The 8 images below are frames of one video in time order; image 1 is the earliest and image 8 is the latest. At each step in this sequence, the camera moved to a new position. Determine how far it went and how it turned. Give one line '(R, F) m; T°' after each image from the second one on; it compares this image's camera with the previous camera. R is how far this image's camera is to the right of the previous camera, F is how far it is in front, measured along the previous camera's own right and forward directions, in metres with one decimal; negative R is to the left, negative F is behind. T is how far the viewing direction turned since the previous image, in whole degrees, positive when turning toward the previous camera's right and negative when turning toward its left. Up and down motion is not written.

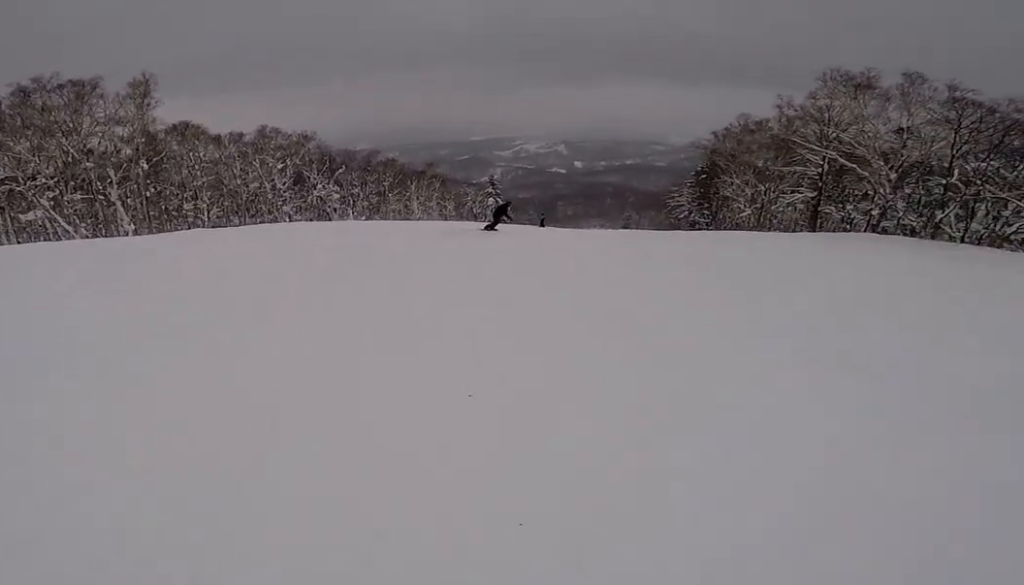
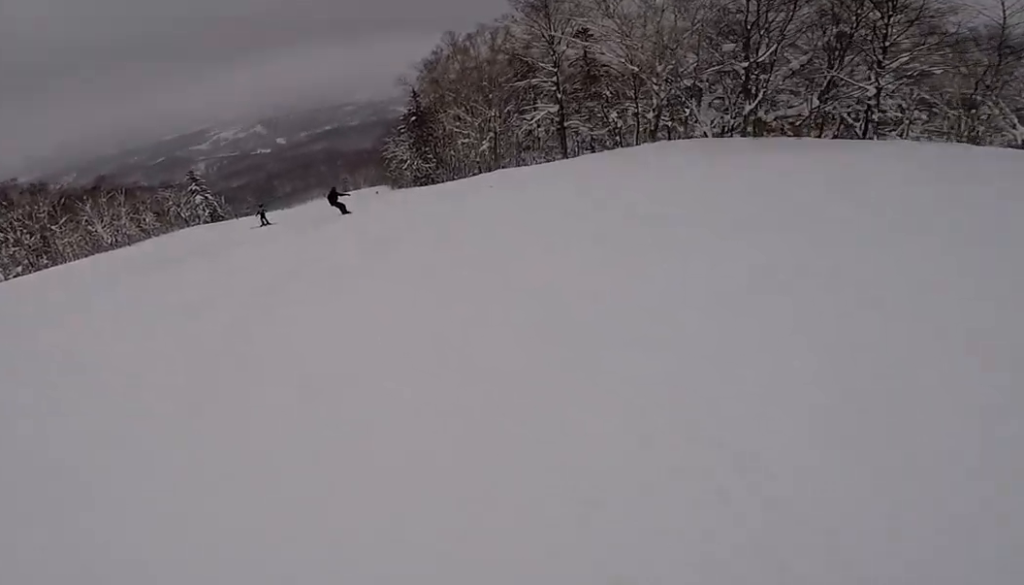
(+2.0, +15.8) m; +17°
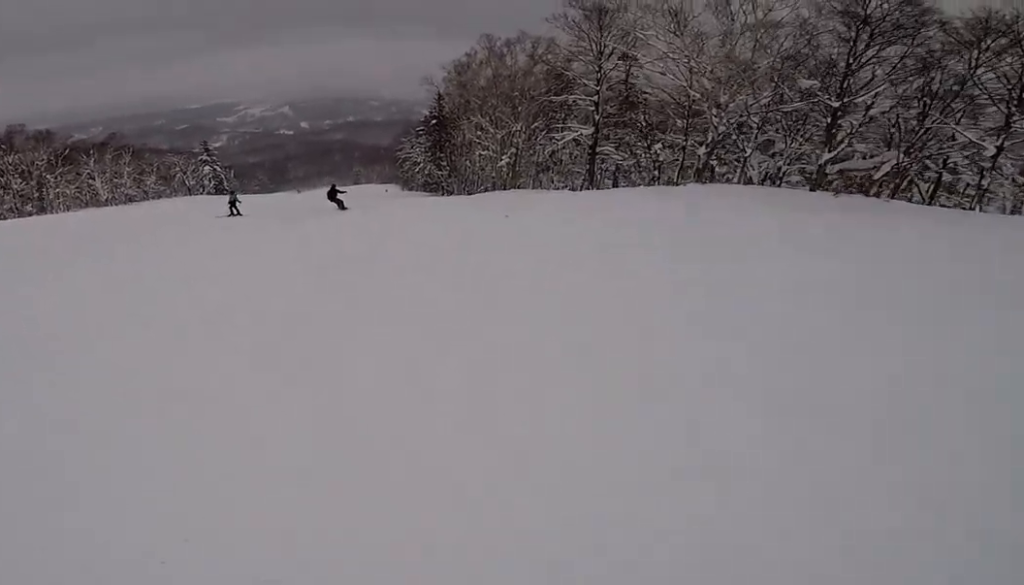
(+0.4, +4.8) m; 0°
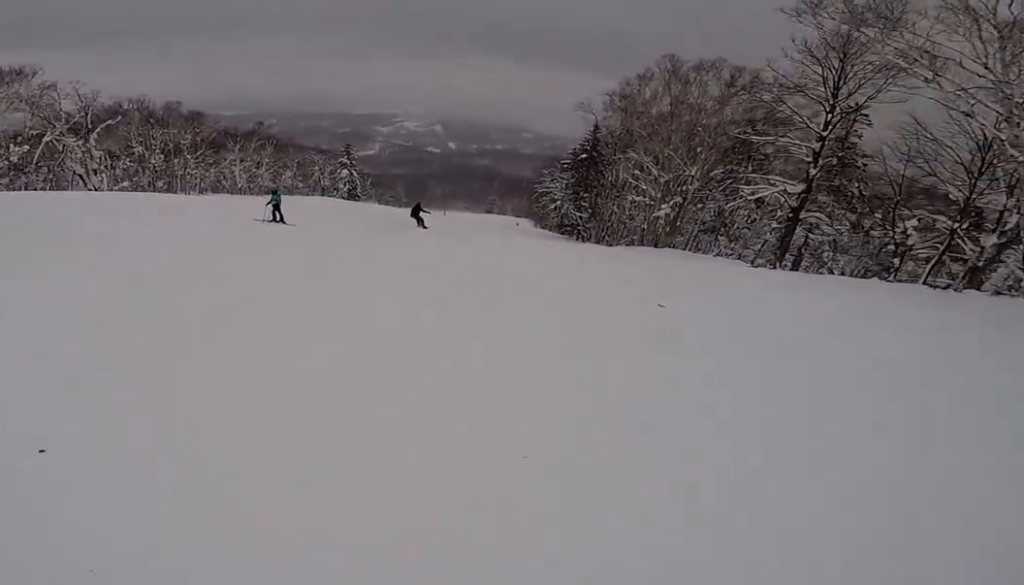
(+0.7, +7.5) m; -5°
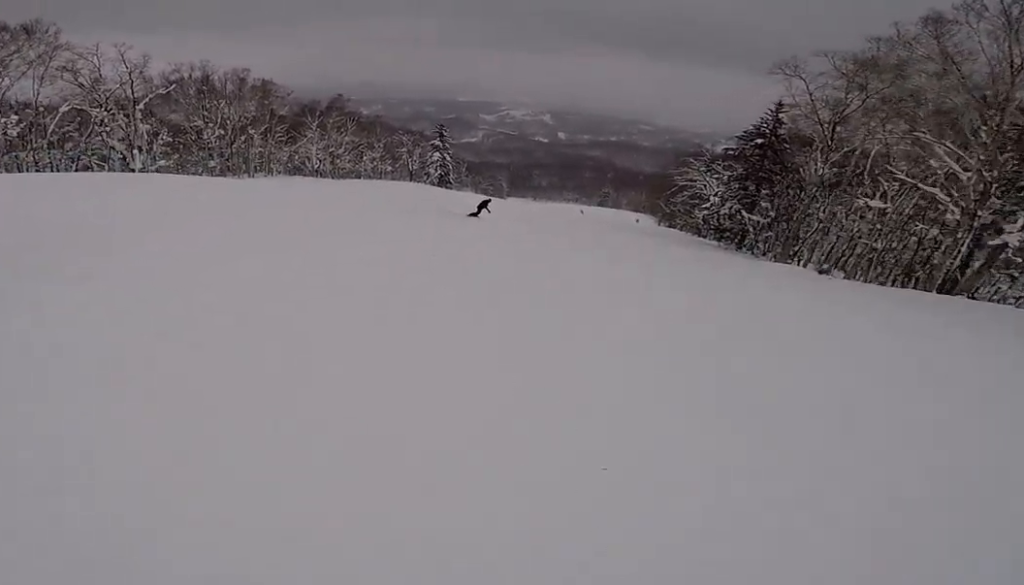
(-4.9, +15.4) m; -19°
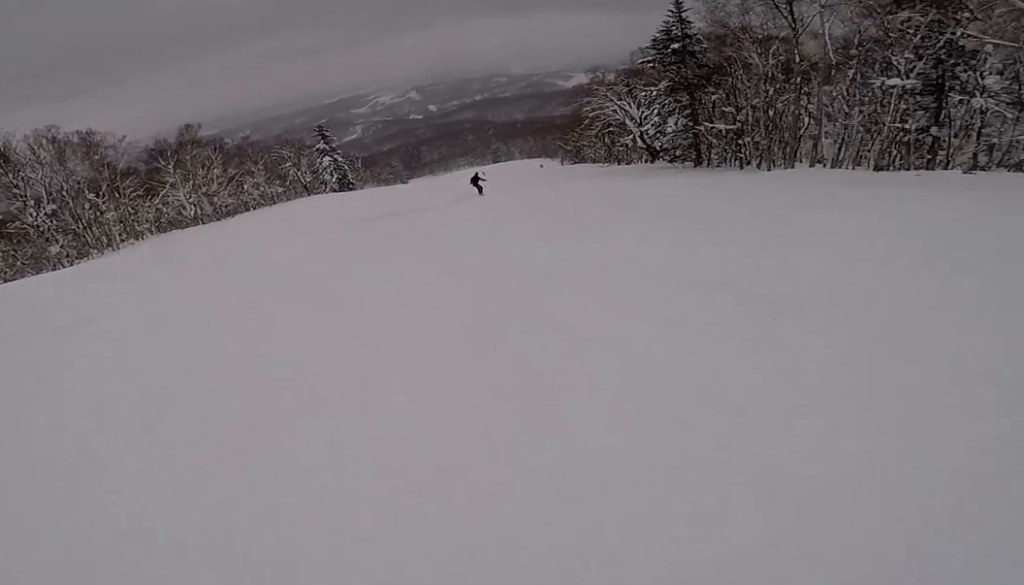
(+0.6, +11.4) m; +15°
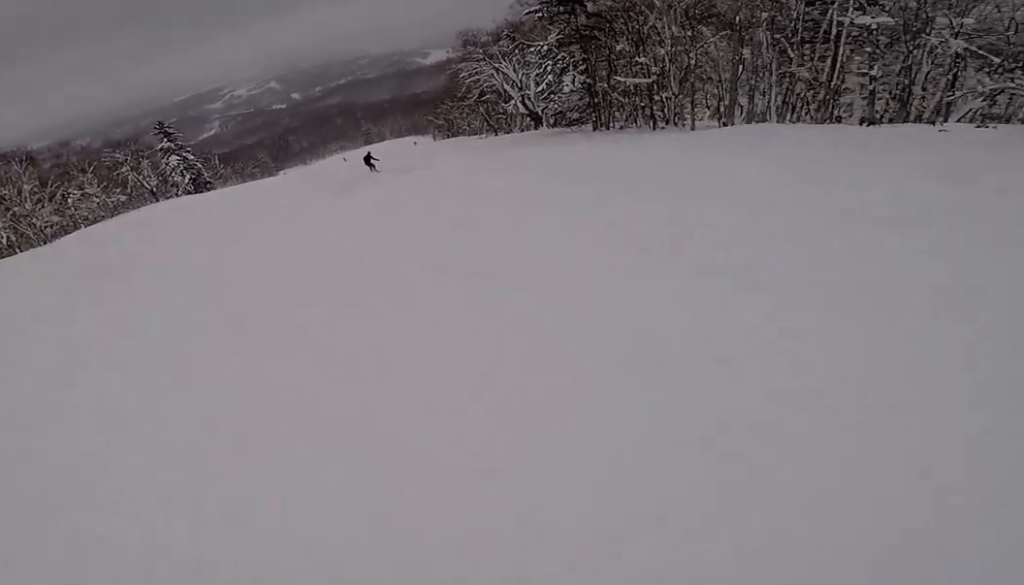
(+1.4, +8.4) m; +10°
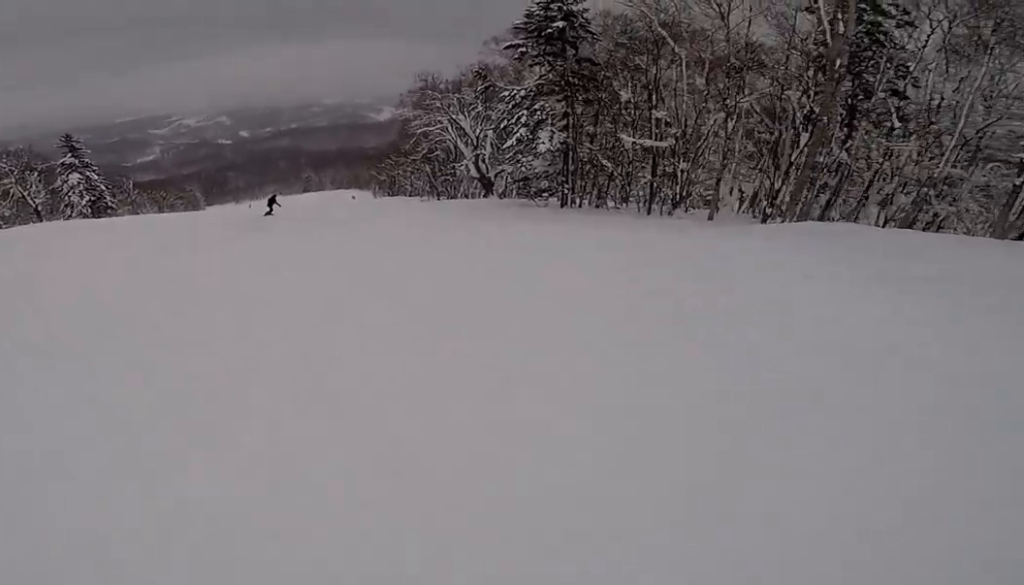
(+0.8, +10.7) m; -1°
